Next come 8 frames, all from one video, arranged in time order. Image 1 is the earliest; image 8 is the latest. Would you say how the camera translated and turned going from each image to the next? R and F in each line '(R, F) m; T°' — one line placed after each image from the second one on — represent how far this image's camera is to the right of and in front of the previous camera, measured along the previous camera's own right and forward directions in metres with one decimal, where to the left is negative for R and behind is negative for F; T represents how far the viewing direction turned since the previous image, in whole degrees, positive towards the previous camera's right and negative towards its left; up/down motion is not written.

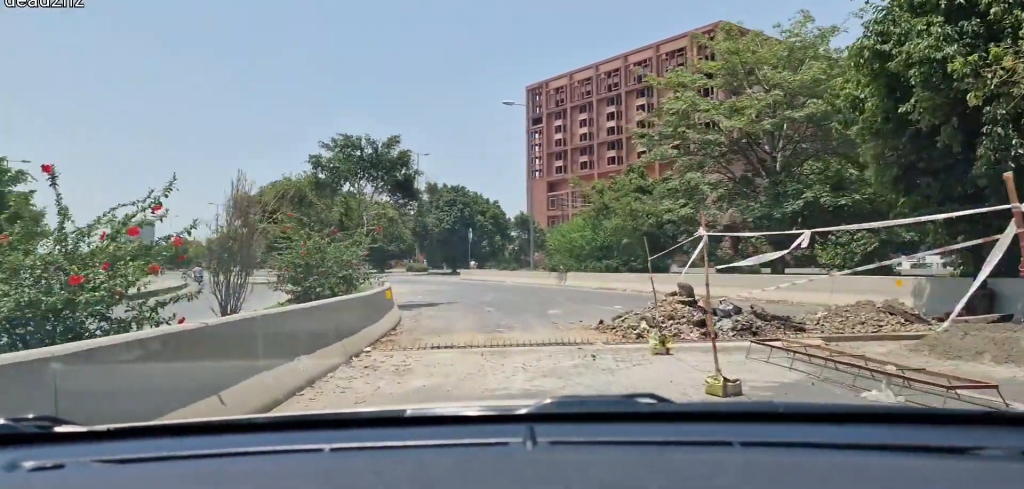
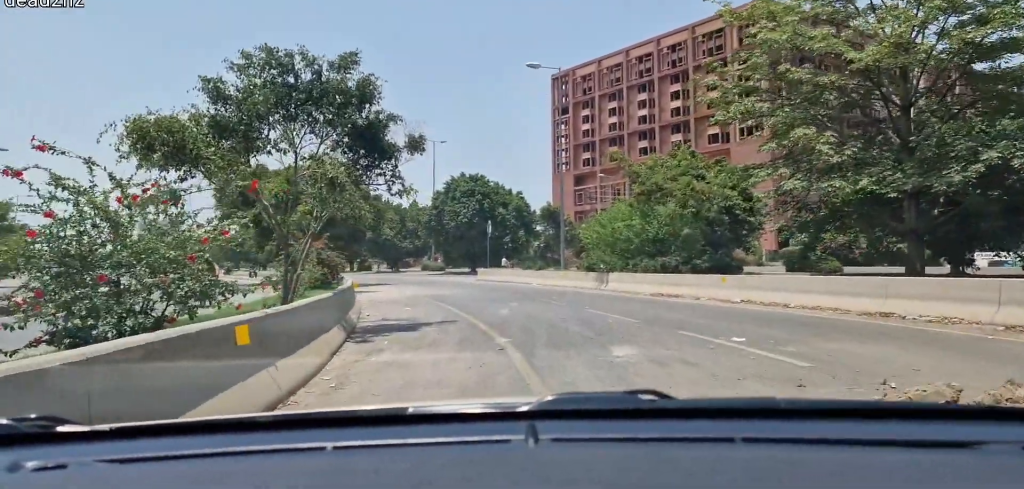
(+0.1, +6.7) m; -4°
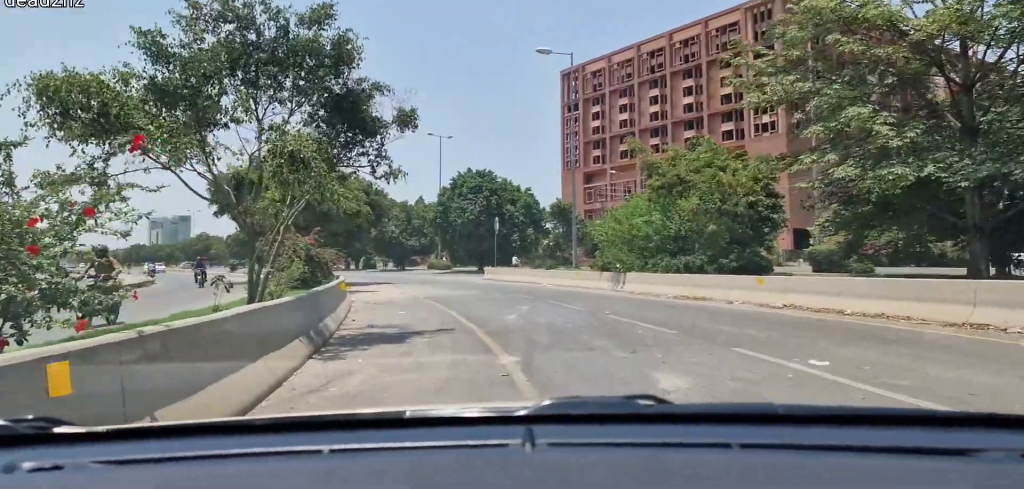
(-0.1, +2.1) m; -1°
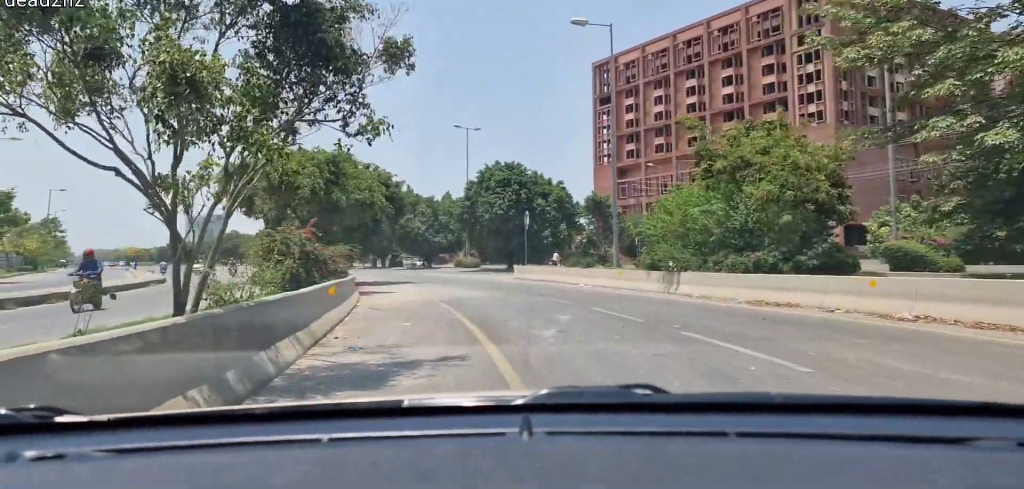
(+0.3, +4.2) m; +2°
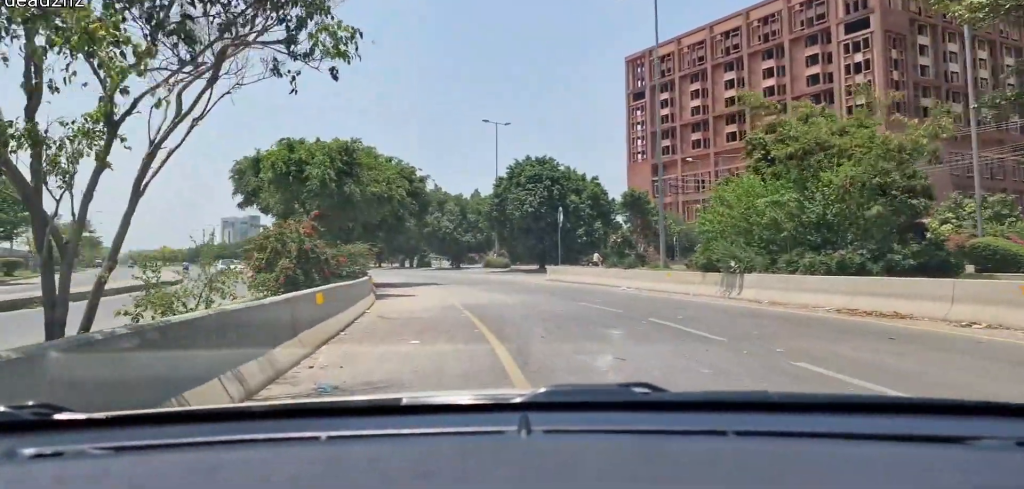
(+0.1, +3.1) m; -5°
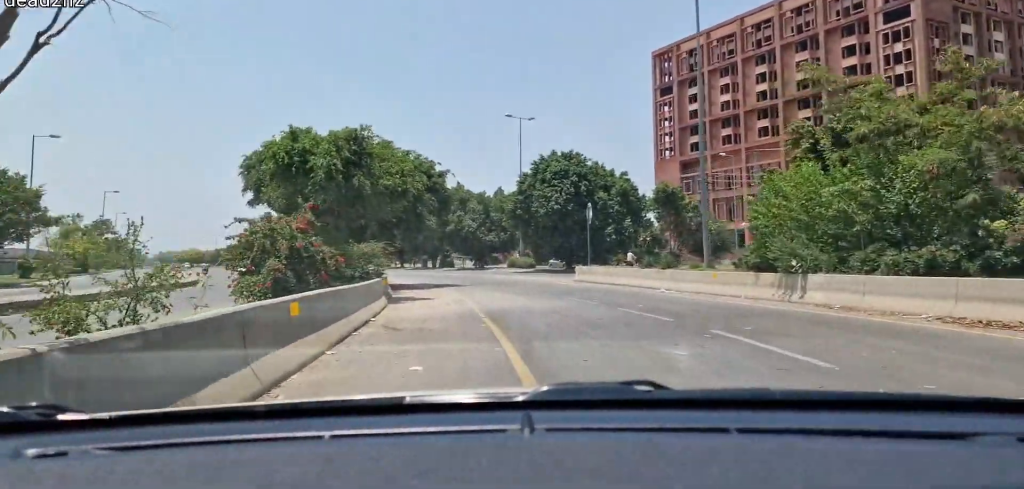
(-0.2, +3.4) m; -3°
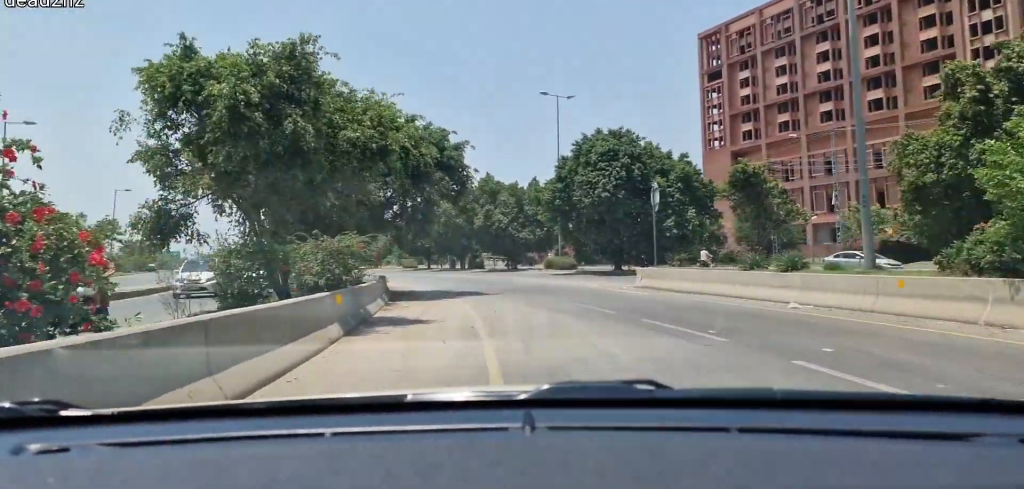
(-0.7, +11.1) m; -5°
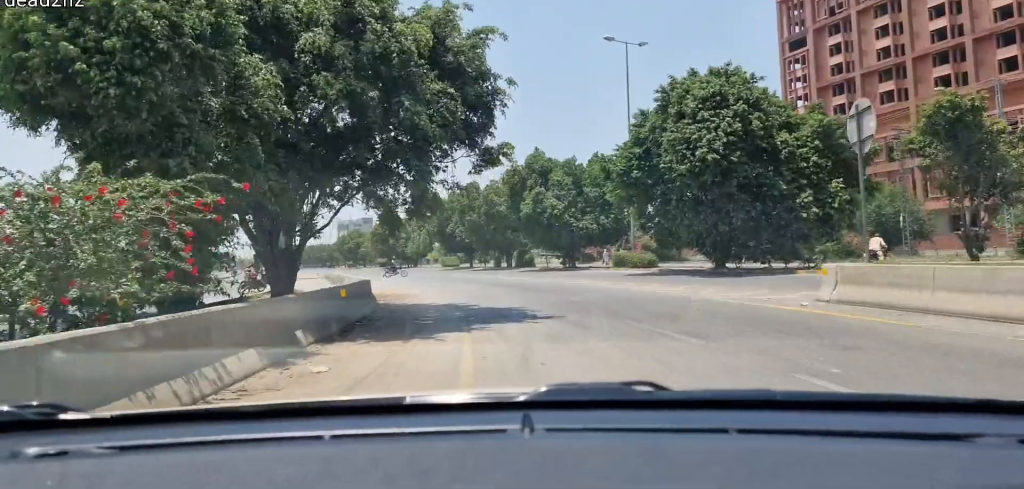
(-0.2, +14.9) m; -4°
